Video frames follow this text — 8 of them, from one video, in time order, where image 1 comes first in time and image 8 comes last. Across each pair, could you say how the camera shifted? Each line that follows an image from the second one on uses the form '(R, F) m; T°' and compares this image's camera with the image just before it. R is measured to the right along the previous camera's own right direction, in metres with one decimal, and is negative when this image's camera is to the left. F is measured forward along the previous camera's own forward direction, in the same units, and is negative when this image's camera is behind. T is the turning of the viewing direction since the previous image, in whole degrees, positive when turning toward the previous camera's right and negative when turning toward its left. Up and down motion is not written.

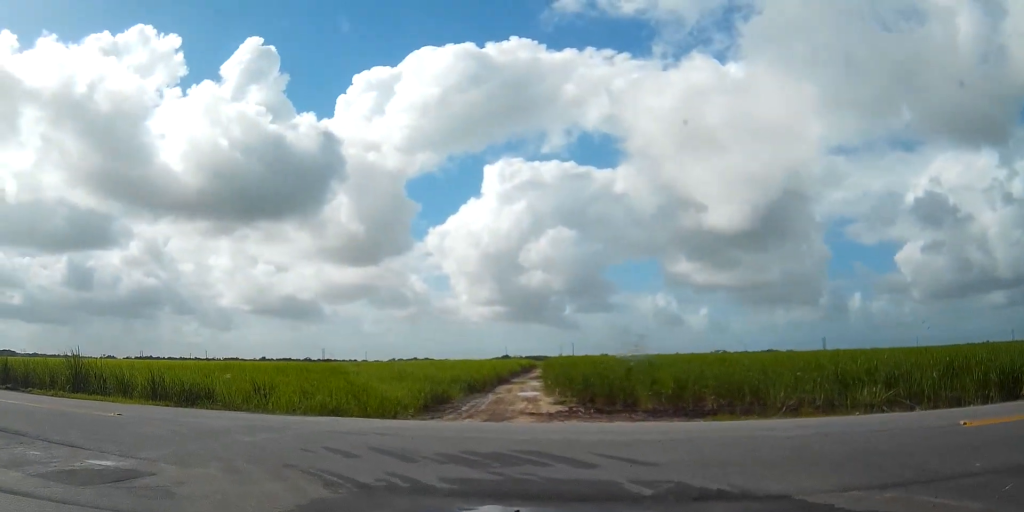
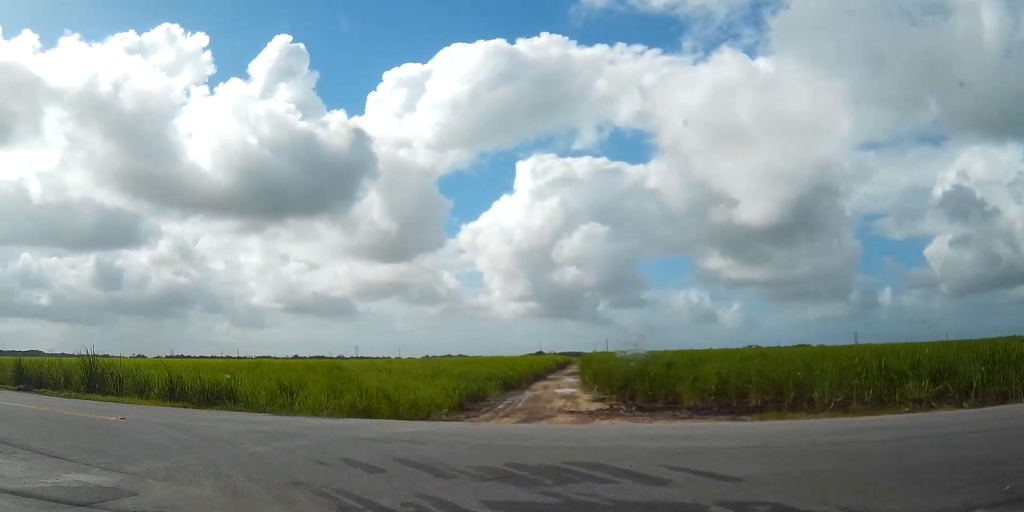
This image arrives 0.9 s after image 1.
(0.0, +1.4) m; +1°
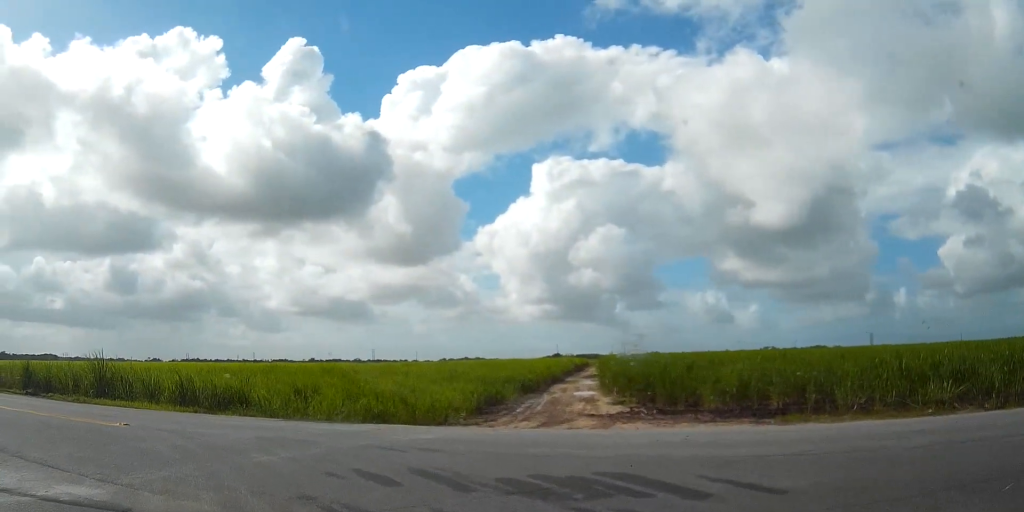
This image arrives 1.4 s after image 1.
(0.0, +0.7) m; -1°
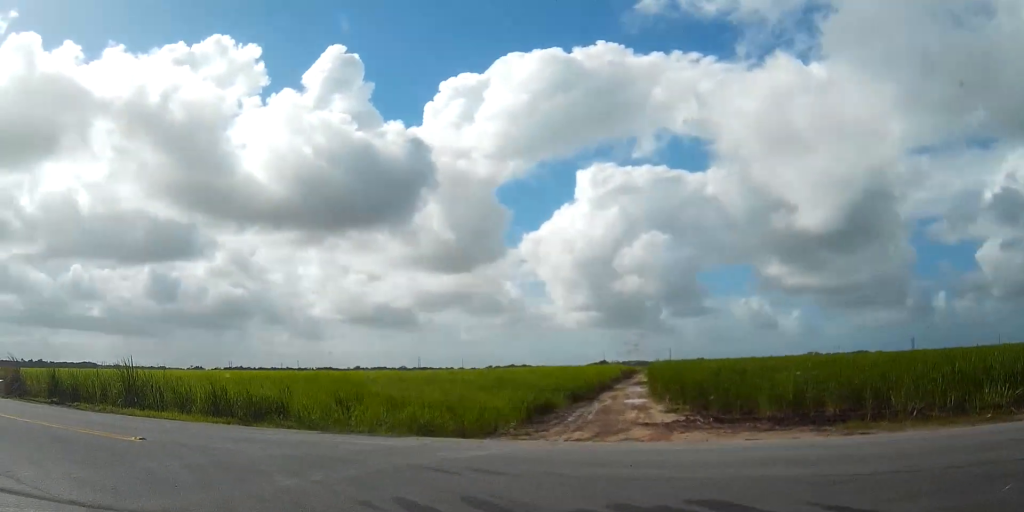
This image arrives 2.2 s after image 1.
(0.0, +1.4) m; -6°
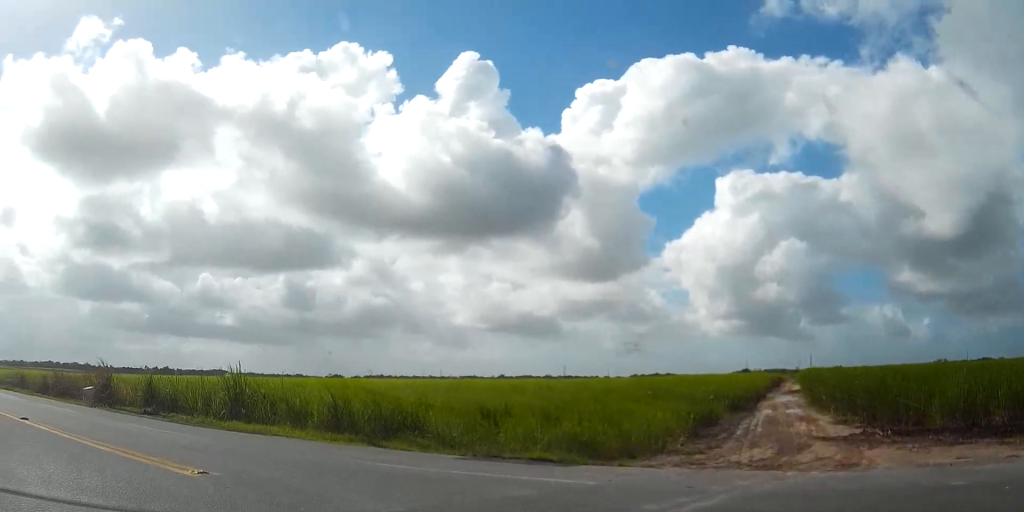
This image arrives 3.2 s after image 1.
(-0.2, +3.3) m; -14°
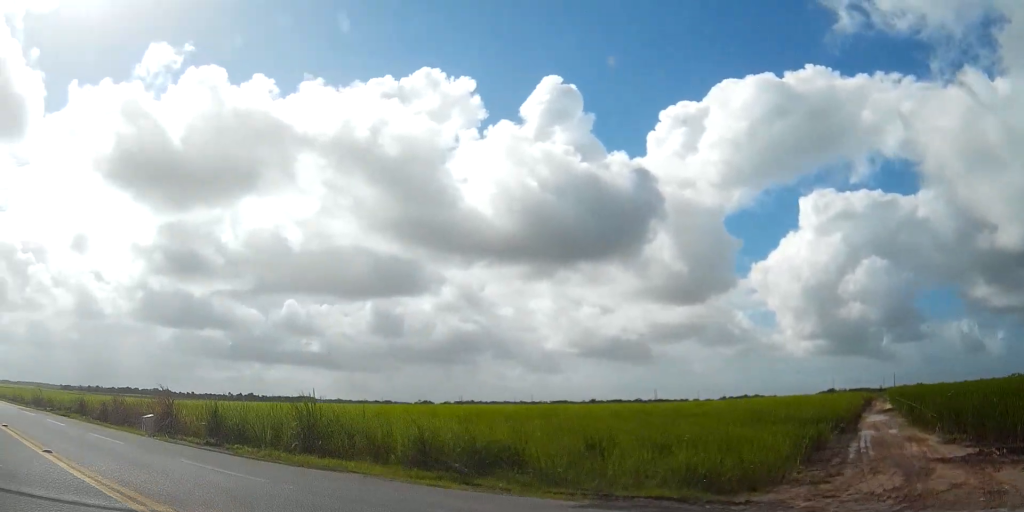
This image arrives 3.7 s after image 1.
(-0.2, +2.3) m; -8°
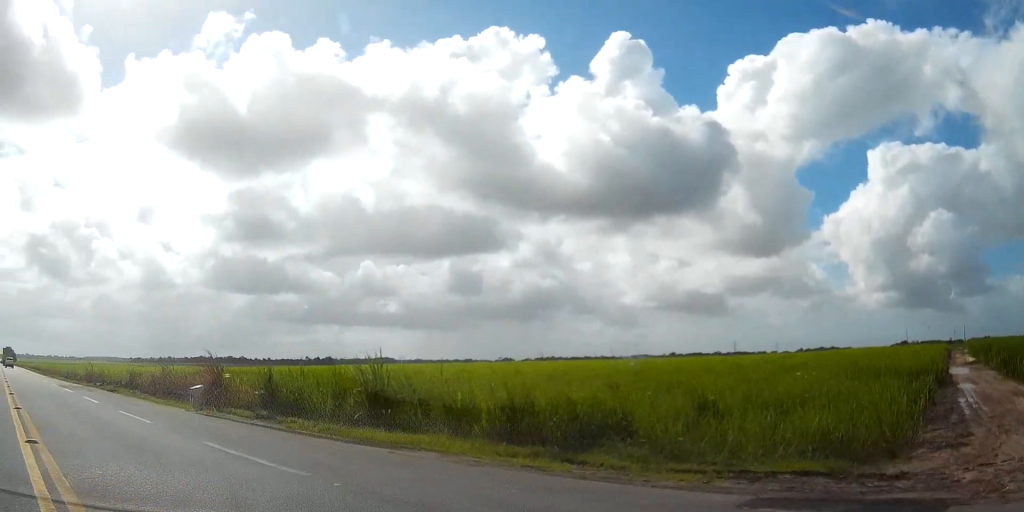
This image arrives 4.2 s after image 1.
(0.0, +2.6) m; -8°
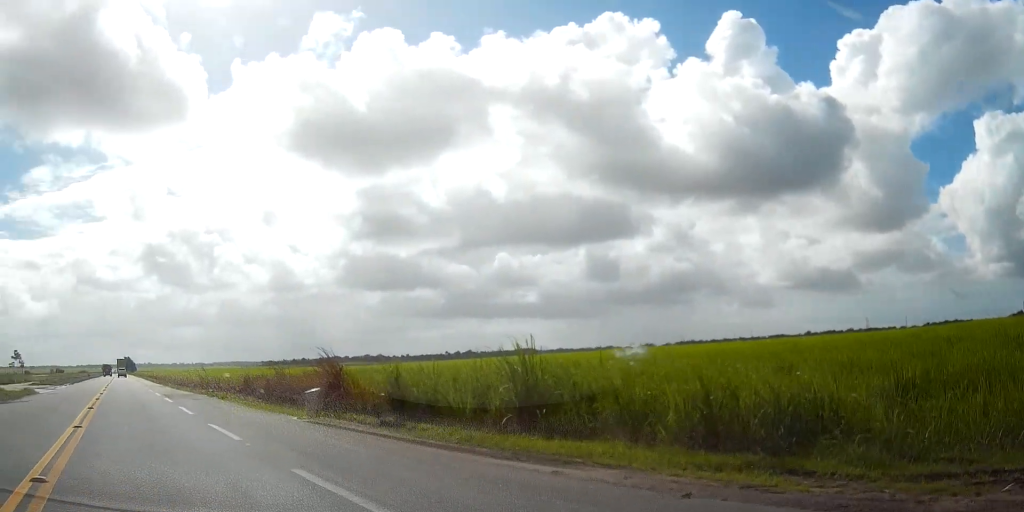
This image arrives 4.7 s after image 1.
(-0.4, +3.6) m; -10°
